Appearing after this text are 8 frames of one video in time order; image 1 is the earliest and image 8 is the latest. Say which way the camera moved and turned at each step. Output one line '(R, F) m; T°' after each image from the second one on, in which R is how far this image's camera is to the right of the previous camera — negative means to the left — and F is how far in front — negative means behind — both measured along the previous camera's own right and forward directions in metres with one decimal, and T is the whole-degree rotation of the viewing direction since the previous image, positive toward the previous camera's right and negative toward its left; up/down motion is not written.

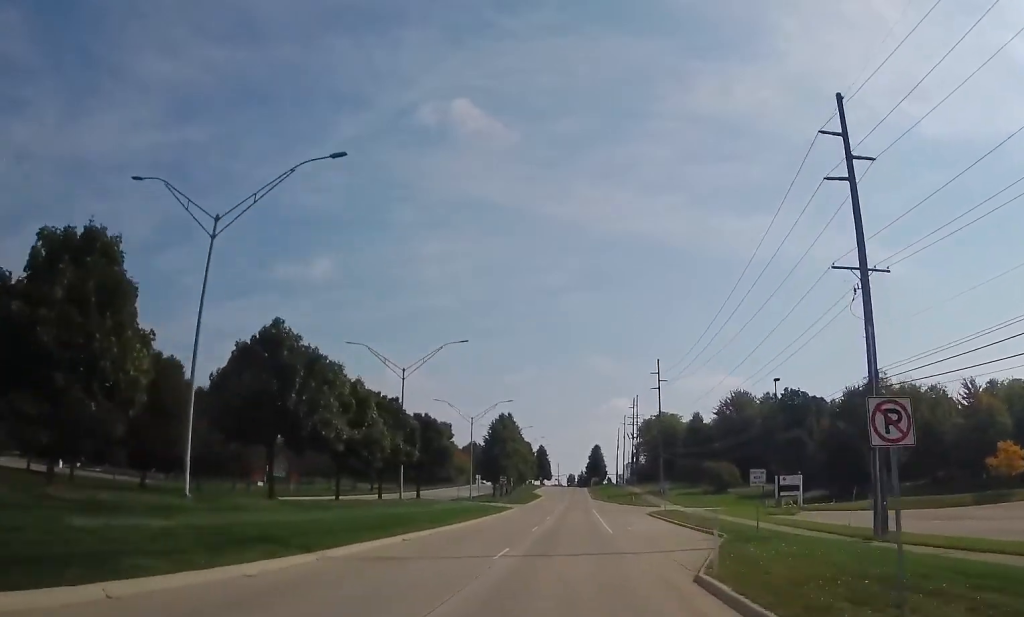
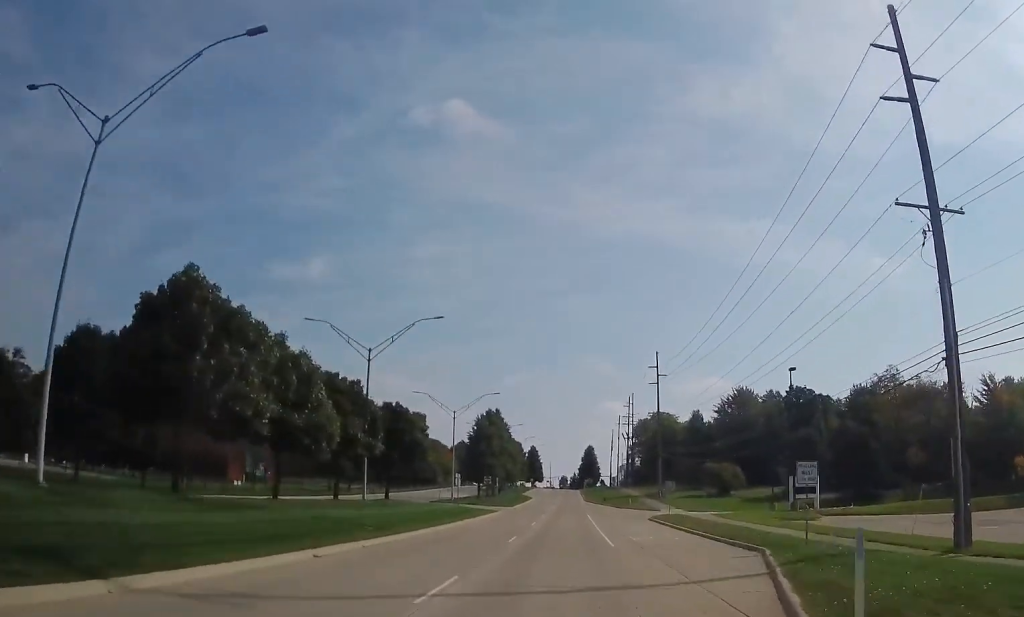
(0.0, +7.9) m; +1°
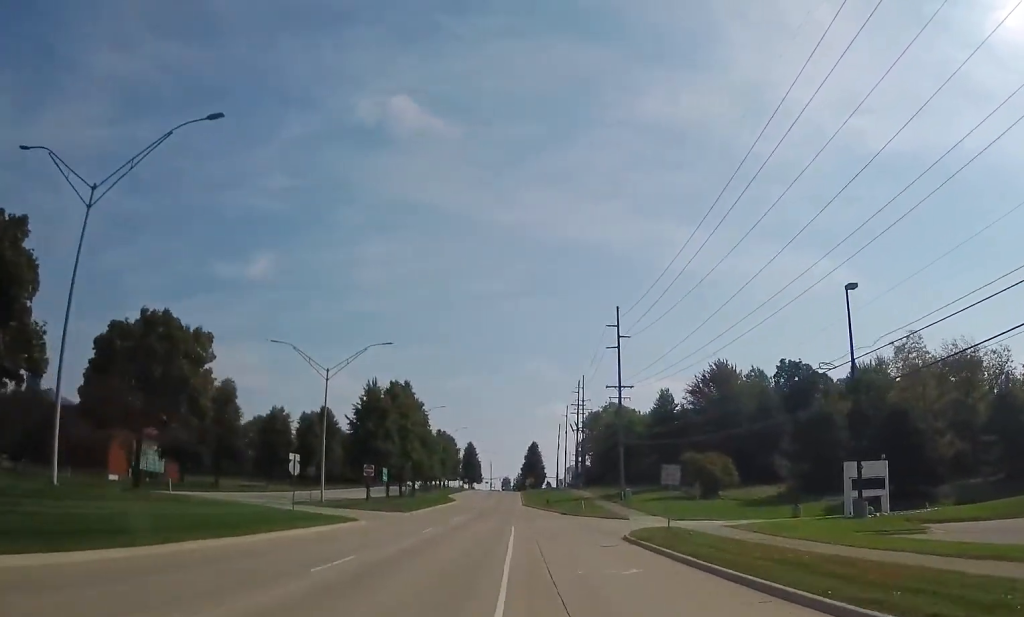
(+0.7, +27.8) m; +2°
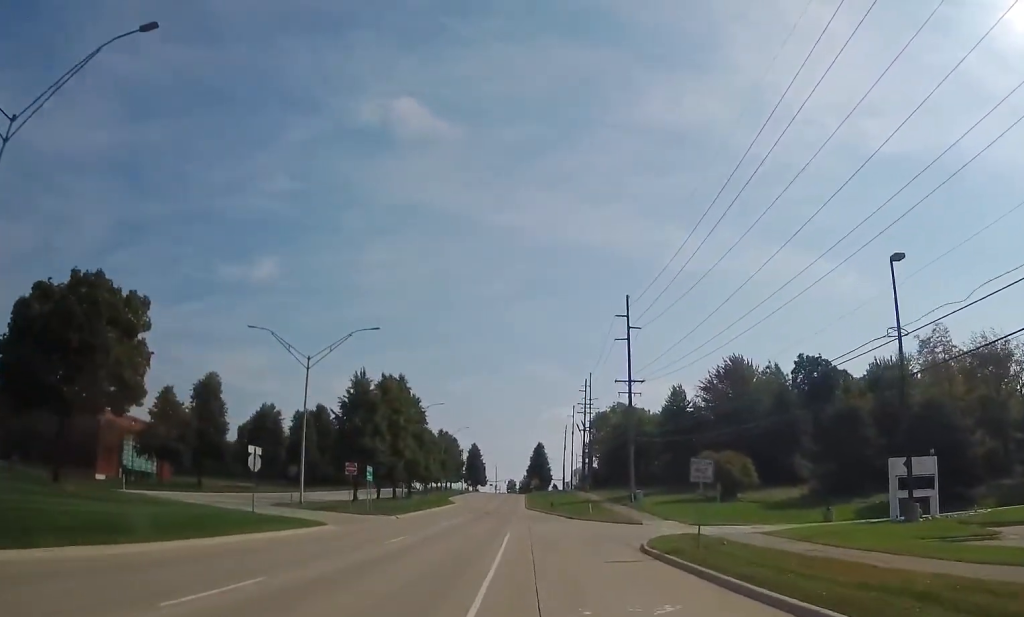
(-0.2, +5.6) m; 0°
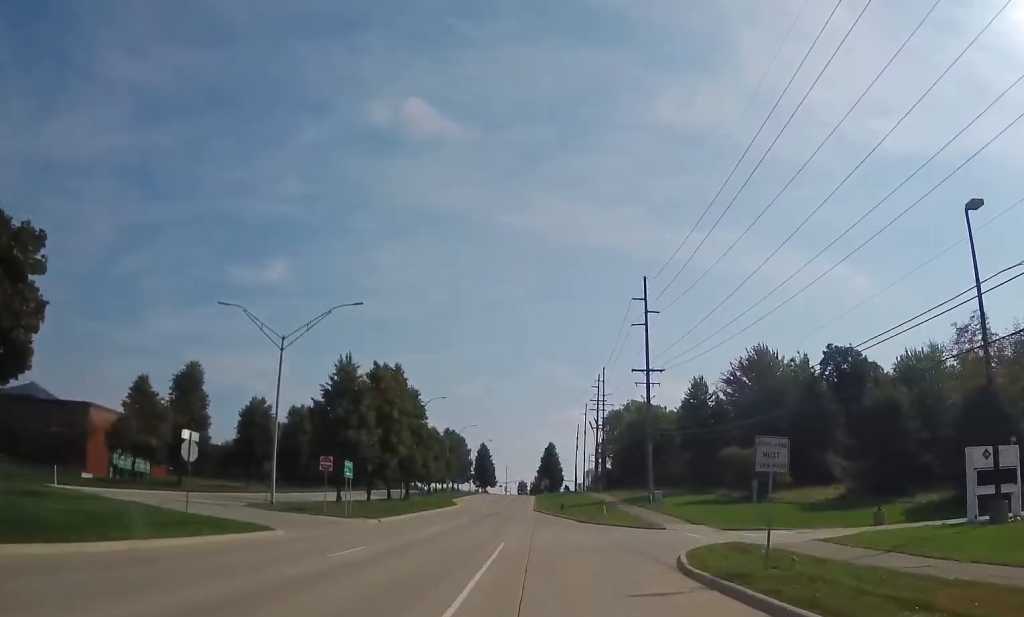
(+0.2, +6.6) m; -1°
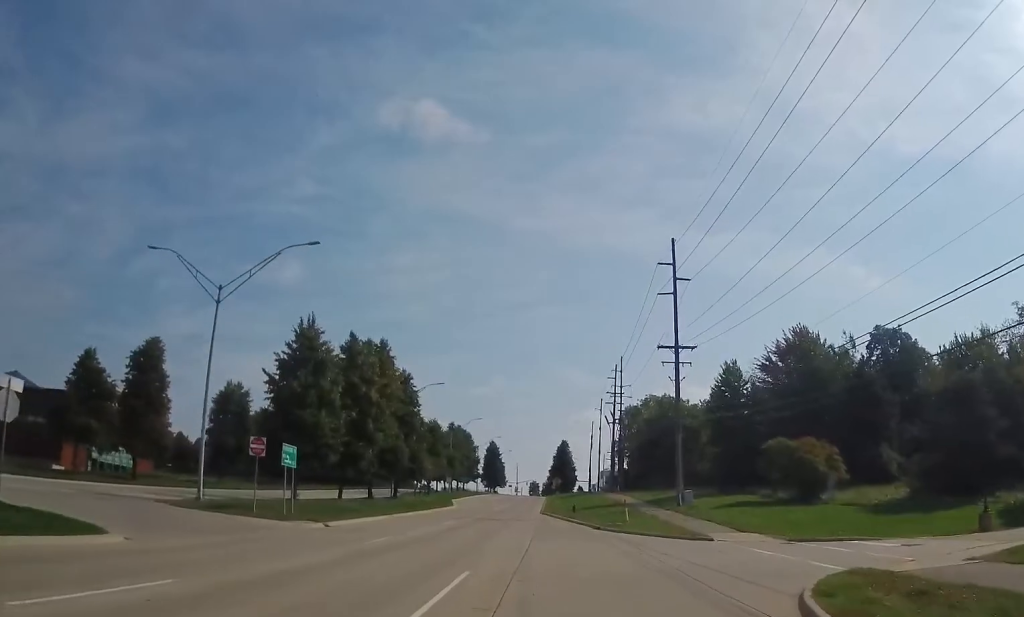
(-0.3, +10.4) m; -2°
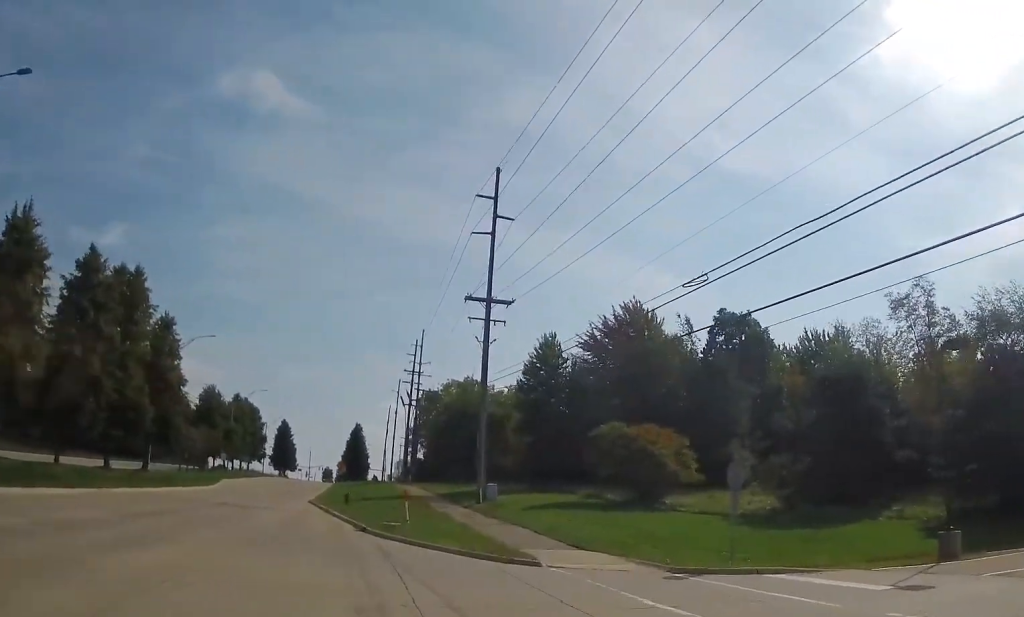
(+1.1, +12.4) m; +18°
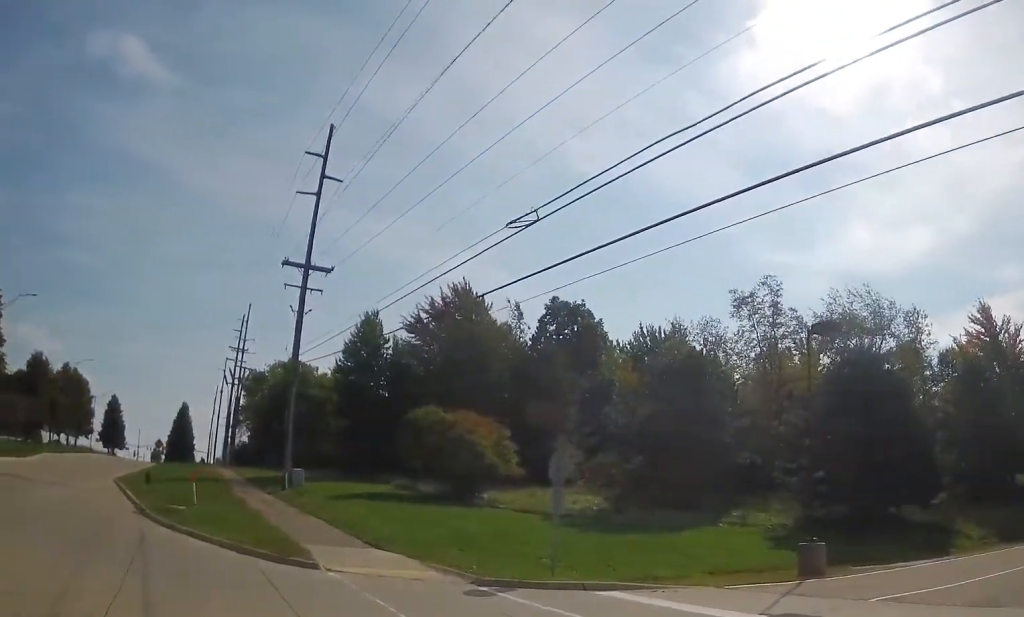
(-0.2, +3.4) m; +12°
